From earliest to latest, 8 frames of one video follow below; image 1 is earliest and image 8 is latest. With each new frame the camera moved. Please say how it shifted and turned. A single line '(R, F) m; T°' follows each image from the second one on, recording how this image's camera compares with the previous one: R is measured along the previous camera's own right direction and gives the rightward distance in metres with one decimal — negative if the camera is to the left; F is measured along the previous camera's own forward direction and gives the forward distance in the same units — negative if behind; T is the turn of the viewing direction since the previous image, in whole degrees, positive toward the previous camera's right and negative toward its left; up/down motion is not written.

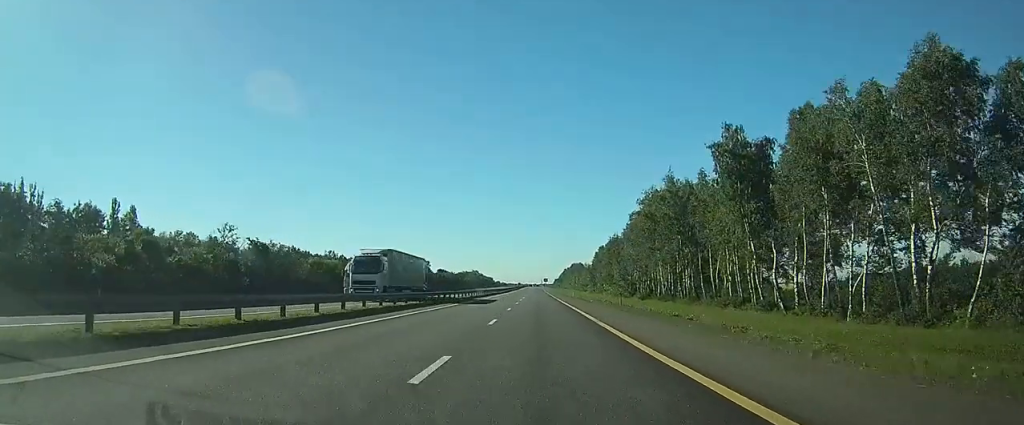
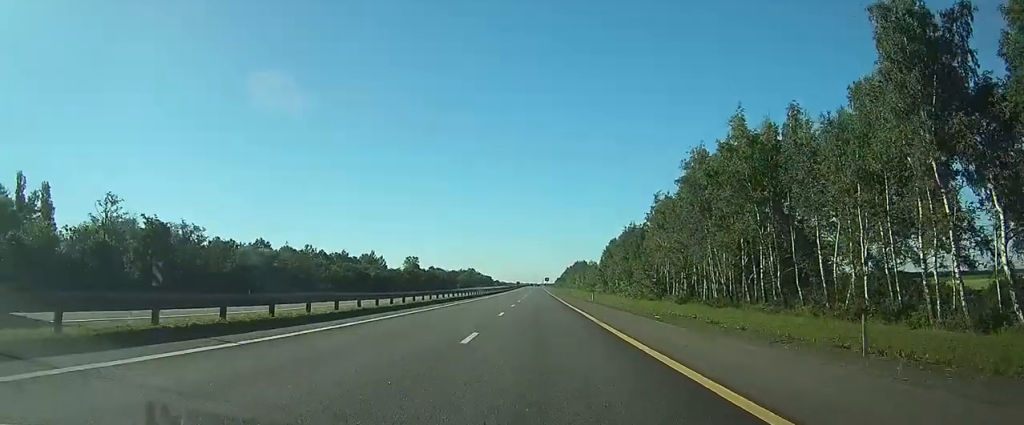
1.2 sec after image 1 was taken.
(0.0, +30.0) m; 0°
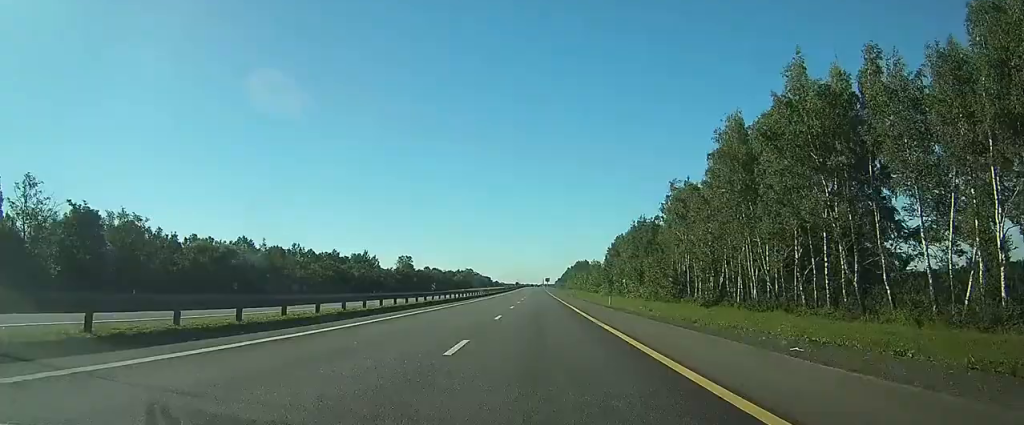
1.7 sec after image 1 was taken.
(0.0, +13.8) m; 0°
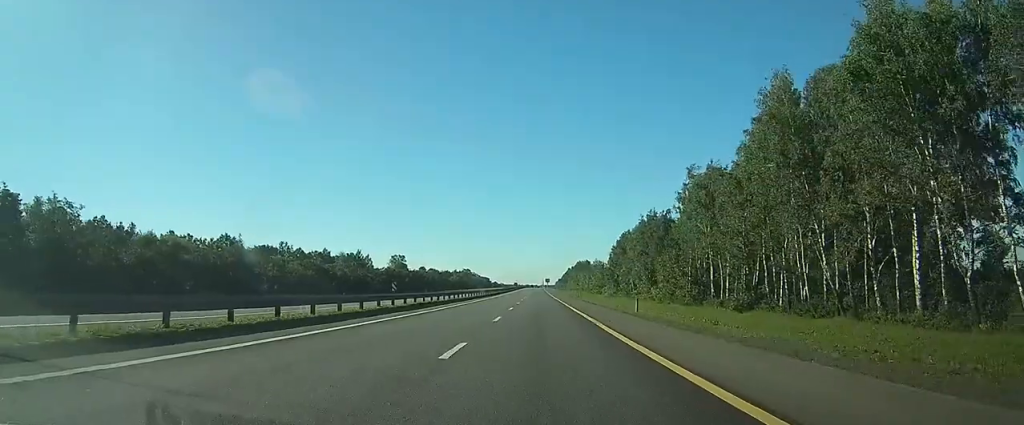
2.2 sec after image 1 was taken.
(0.0, +12.1) m; 0°
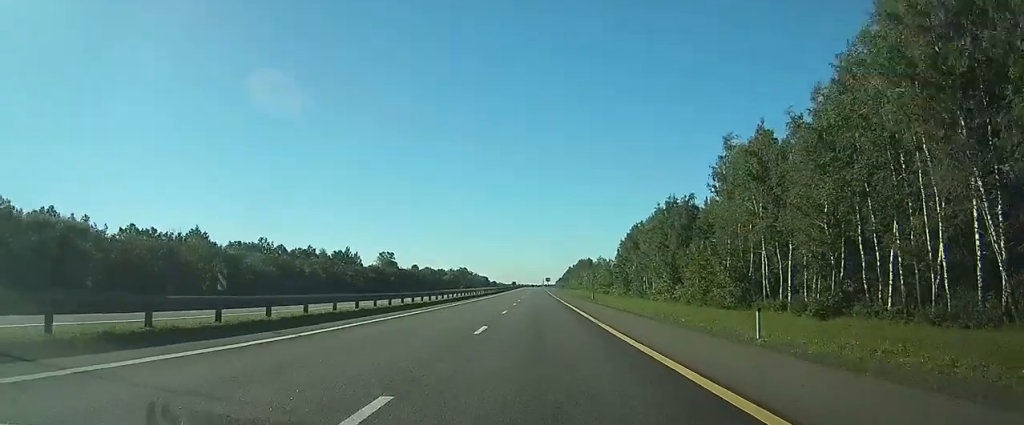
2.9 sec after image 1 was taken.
(0.0, +18.2) m; 0°
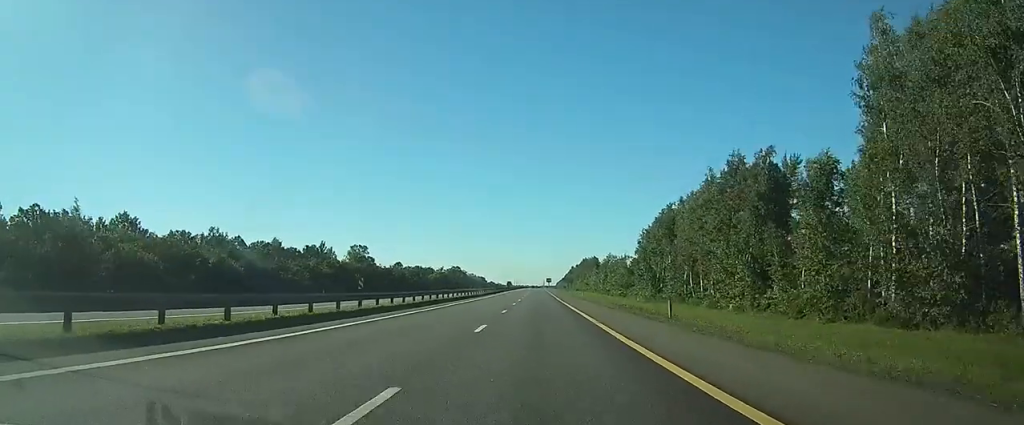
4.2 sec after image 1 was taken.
(+0.1, +35.0) m; 0°
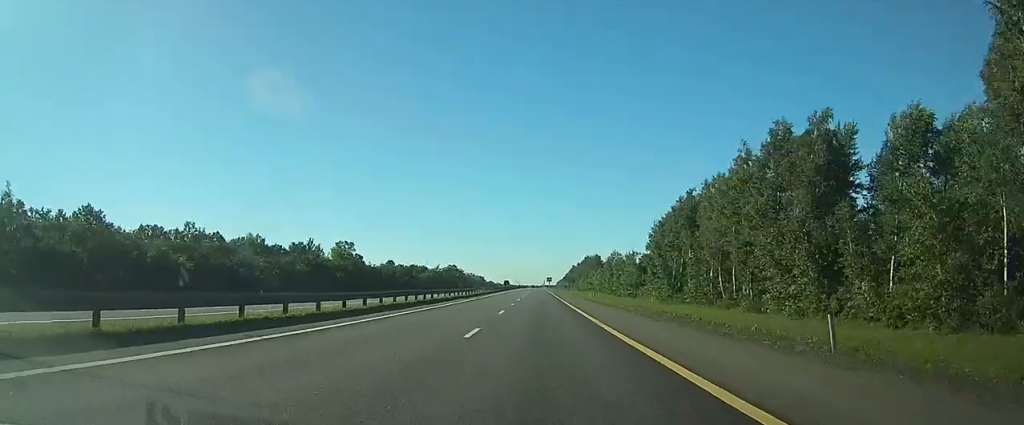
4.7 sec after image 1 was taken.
(0.0, +14.1) m; 0°
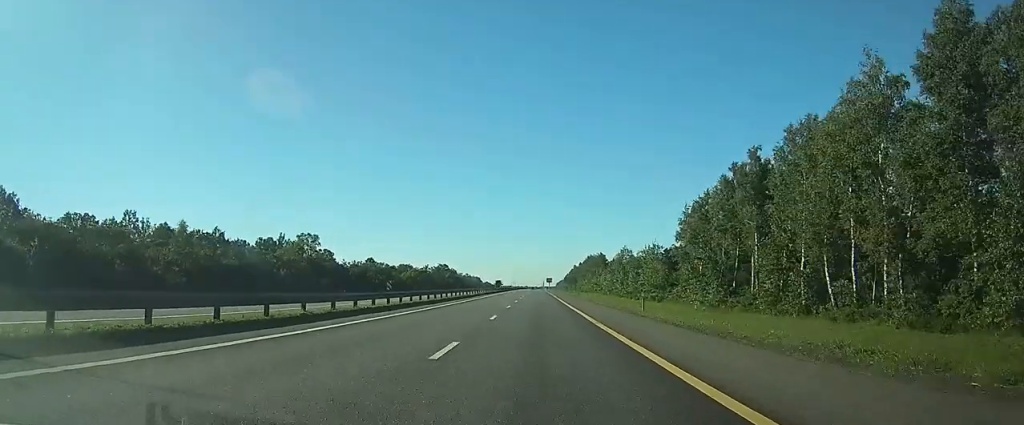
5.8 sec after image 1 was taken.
(0.0, +28.2) m; 0°
